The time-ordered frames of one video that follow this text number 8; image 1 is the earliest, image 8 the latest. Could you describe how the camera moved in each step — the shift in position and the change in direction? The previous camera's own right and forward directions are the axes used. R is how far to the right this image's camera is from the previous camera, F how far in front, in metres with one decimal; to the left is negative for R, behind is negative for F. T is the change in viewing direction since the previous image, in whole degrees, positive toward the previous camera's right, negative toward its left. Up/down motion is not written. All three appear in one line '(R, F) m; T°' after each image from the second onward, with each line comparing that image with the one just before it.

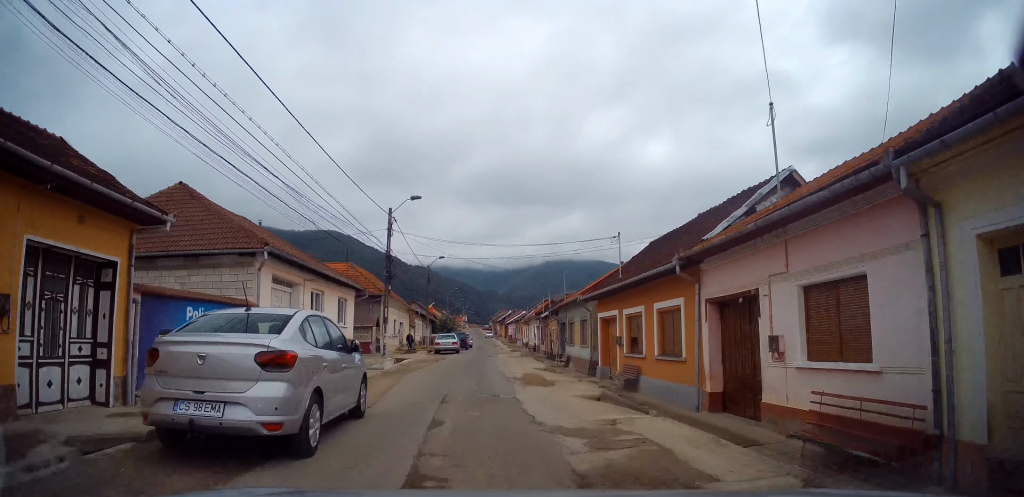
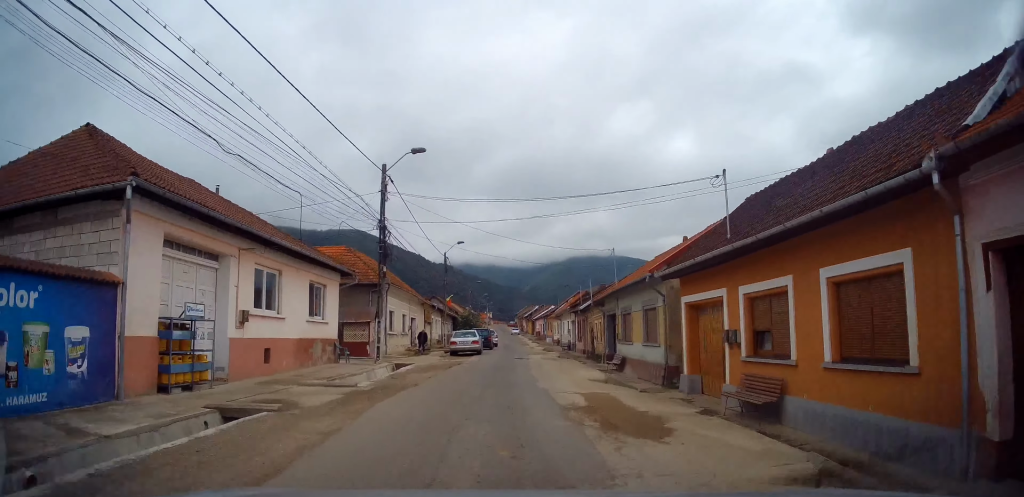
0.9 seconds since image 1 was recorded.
(0.0, +7.9) m; -1°
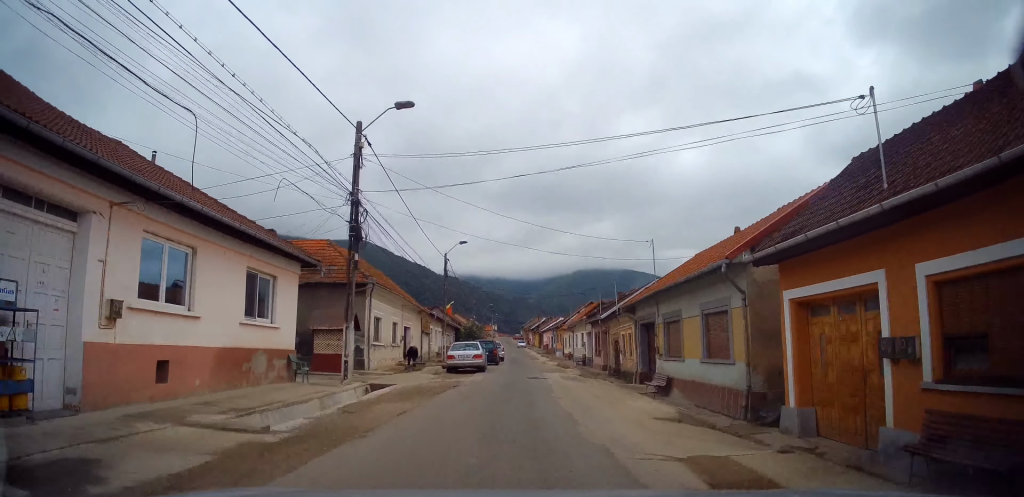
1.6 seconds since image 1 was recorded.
(-0.1, +5.5) m; +1°
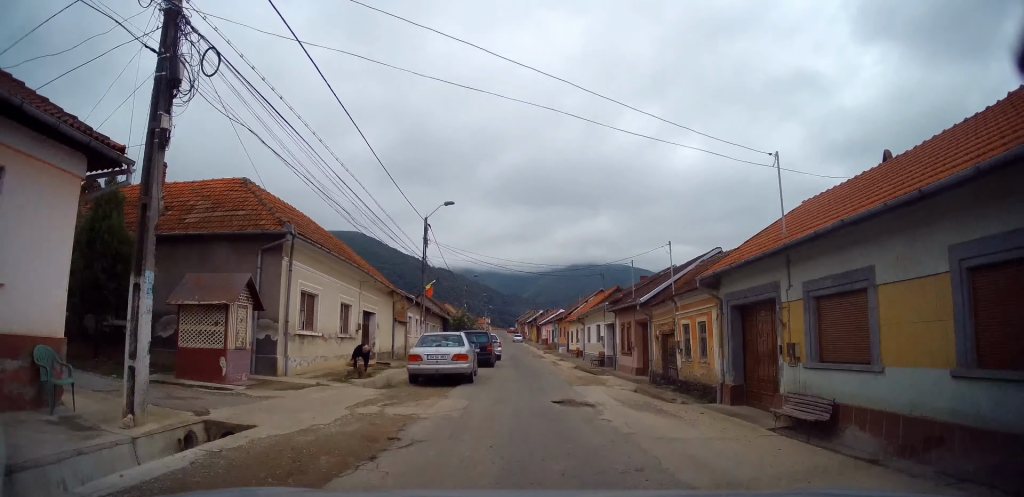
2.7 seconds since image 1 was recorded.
(+0.2, +8.9) m; +2°
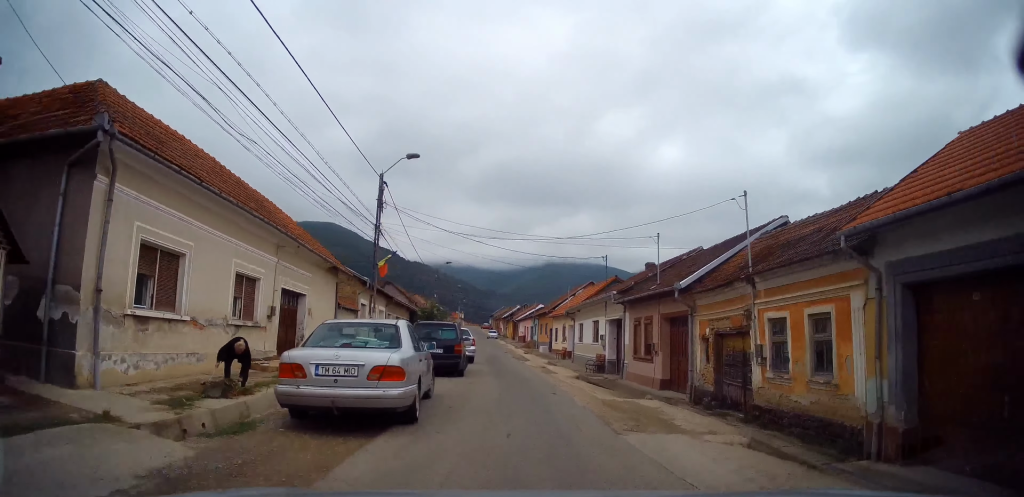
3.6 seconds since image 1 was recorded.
(0.0, +7.3) m; +1°
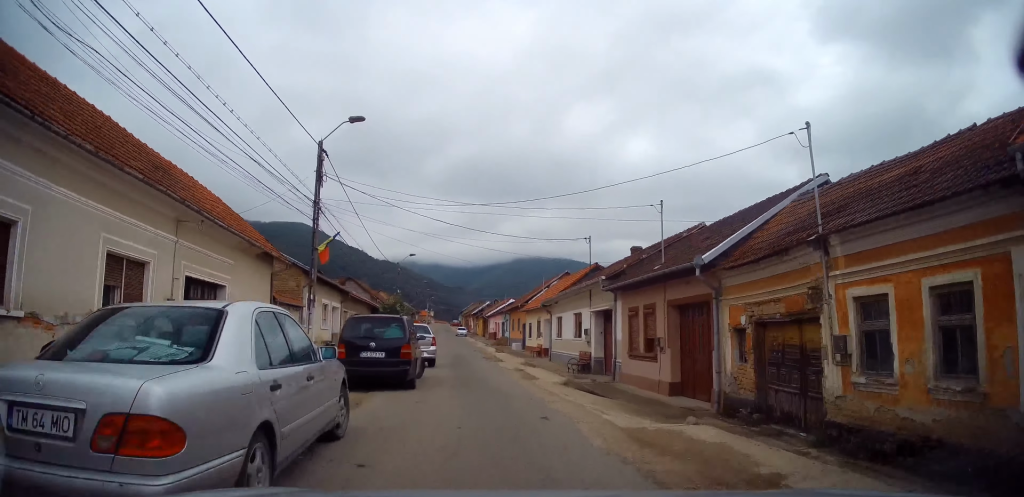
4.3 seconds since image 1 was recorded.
(0.0, +4.7) m; +1°
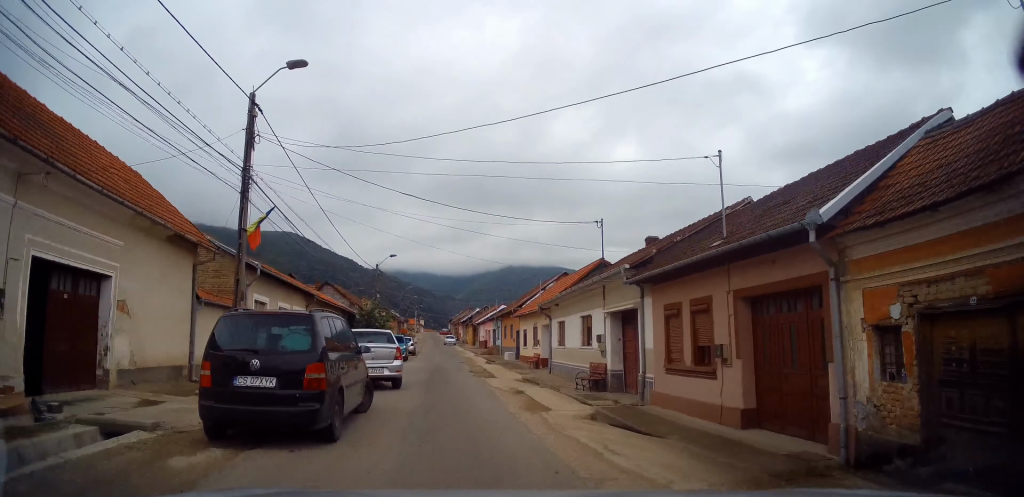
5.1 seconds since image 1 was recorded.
(+0.2, +5.7) m; +1°
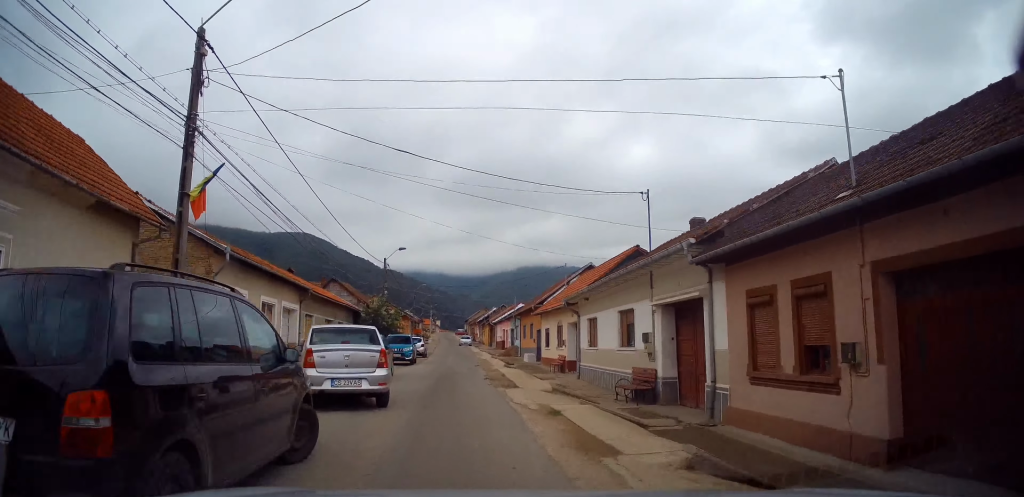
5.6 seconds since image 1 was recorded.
(-0.1, +4.0) m; -1°
